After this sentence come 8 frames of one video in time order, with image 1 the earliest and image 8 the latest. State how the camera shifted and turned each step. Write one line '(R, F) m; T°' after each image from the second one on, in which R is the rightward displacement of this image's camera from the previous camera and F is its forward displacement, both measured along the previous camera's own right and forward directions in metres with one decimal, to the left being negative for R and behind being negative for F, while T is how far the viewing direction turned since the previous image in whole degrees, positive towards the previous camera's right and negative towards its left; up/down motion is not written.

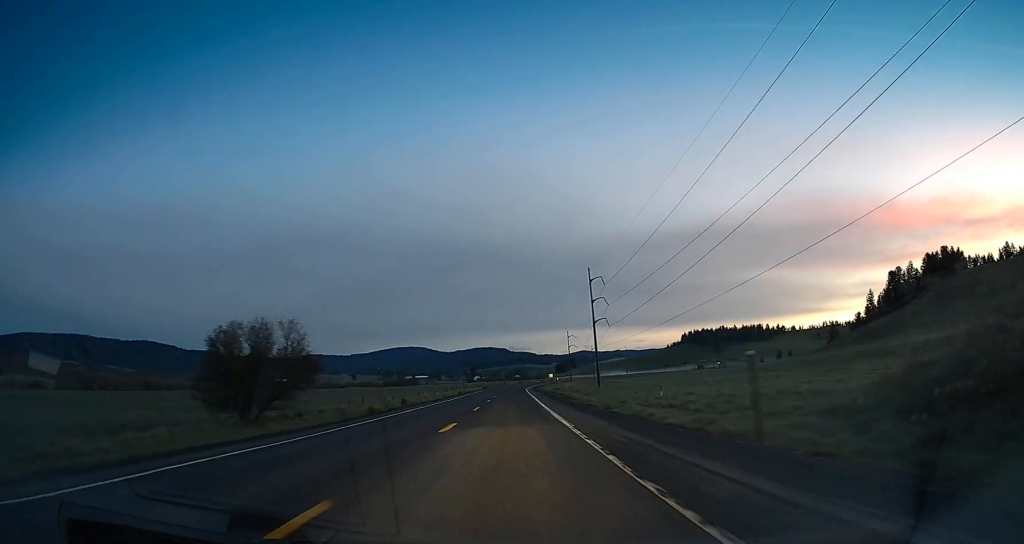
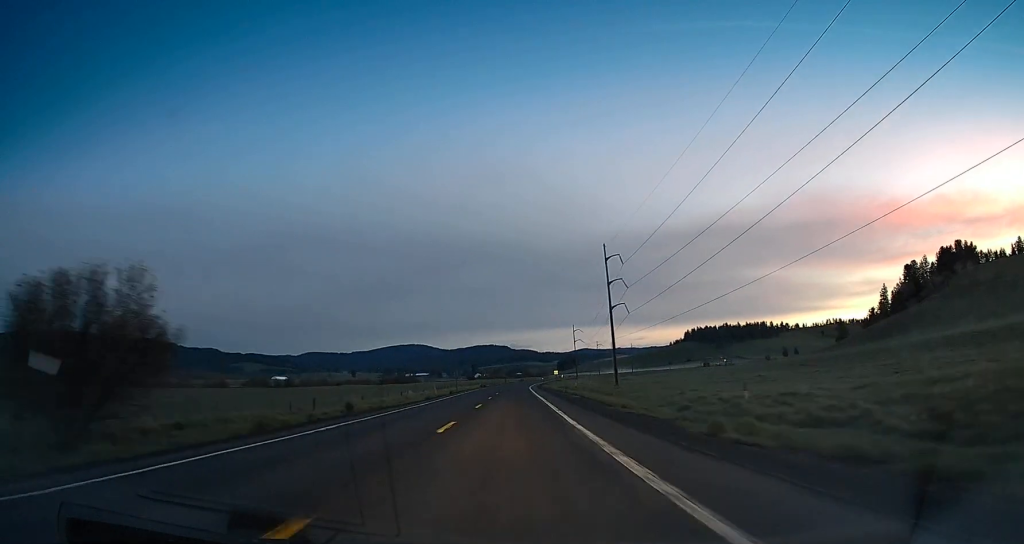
(-0.2, +16.0) m; 0°
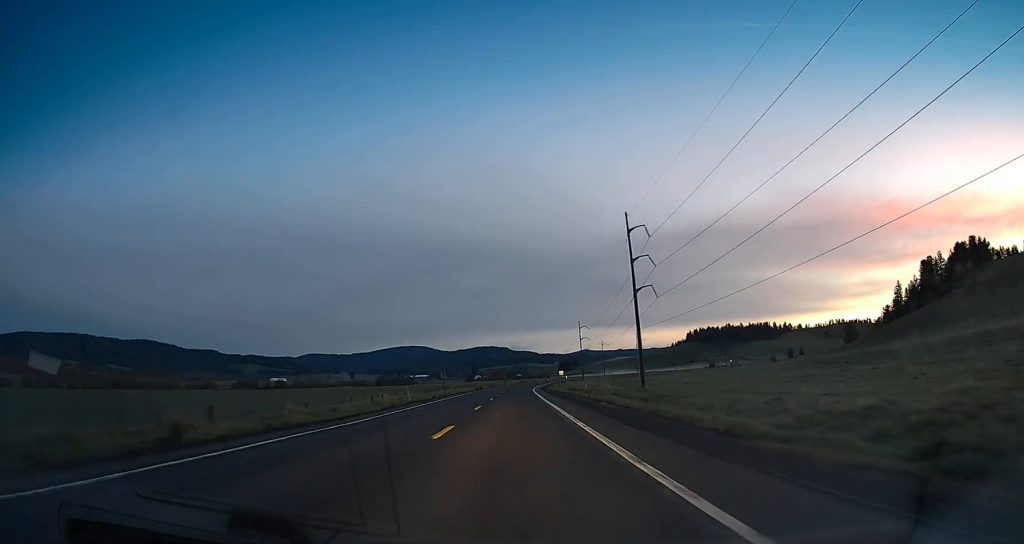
(-0.2, +16.9) m; +1°
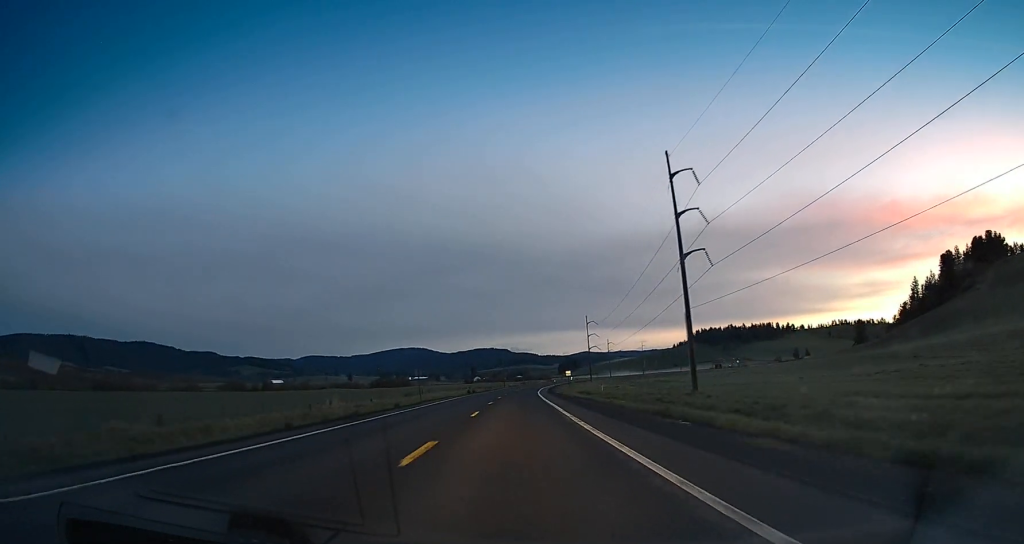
(+0.6, +19.7) m; +1°
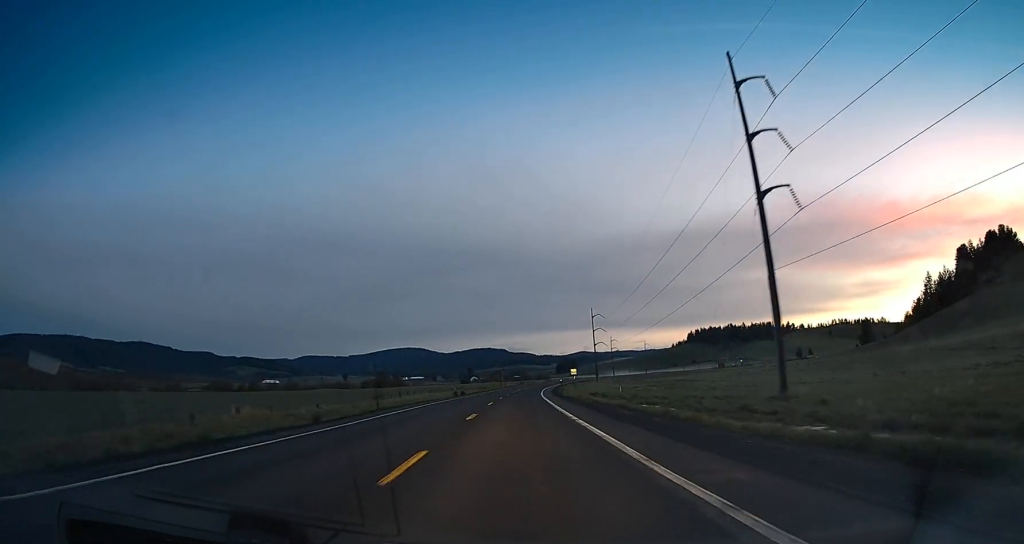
(-0.1, +17.1) m; 0°
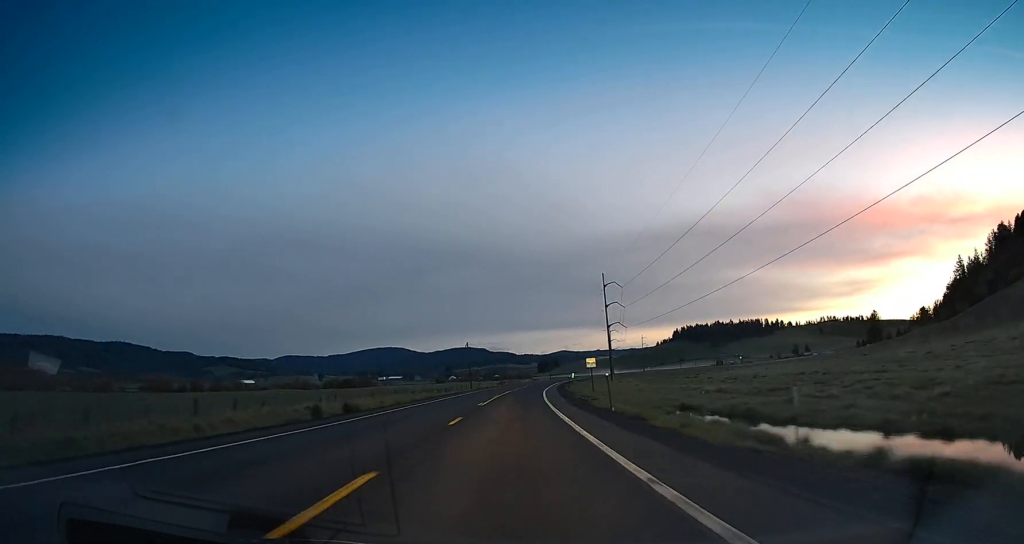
(+0.1, +48.5) m; 0°
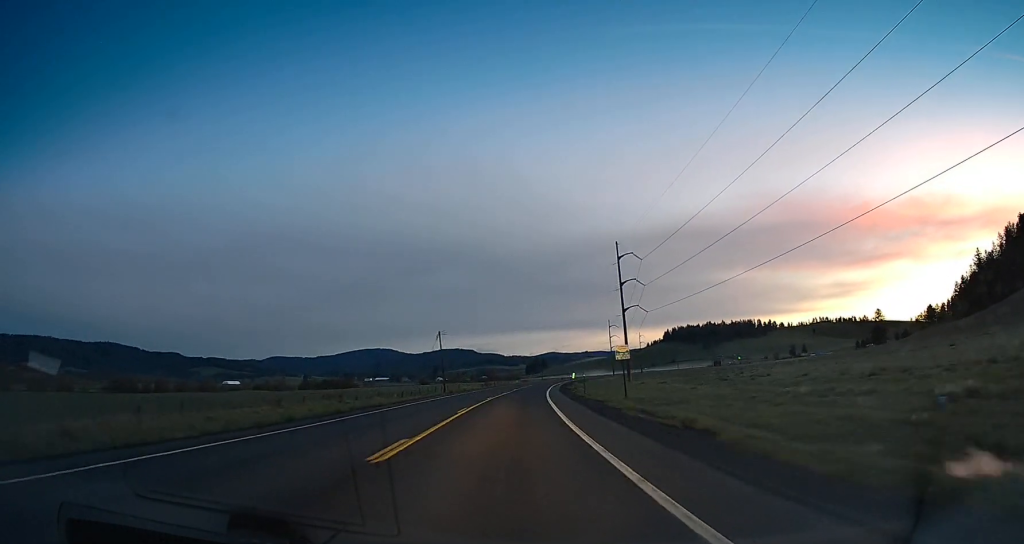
(-0.4, +24.9) m; 0°
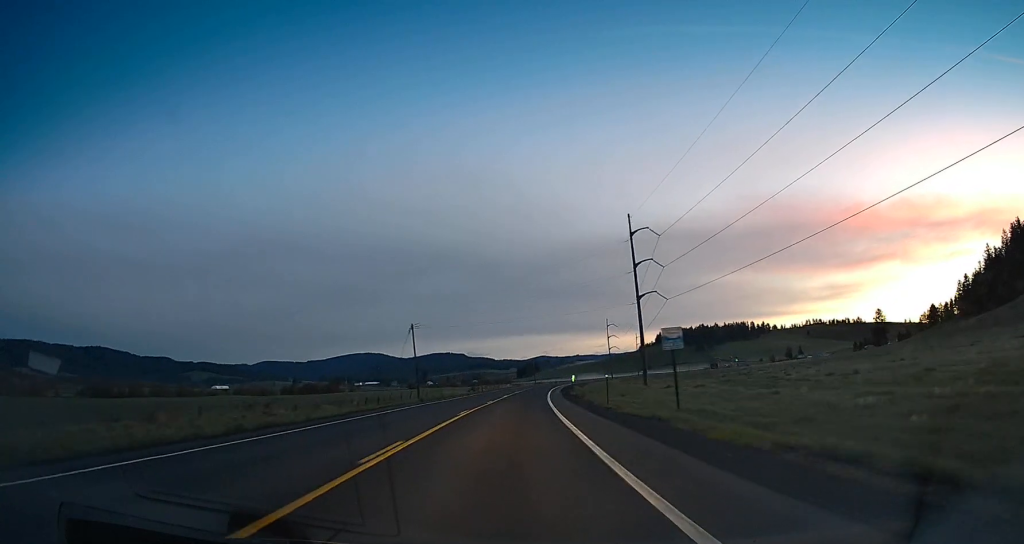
(+0.2, +15.1) m; +1°
